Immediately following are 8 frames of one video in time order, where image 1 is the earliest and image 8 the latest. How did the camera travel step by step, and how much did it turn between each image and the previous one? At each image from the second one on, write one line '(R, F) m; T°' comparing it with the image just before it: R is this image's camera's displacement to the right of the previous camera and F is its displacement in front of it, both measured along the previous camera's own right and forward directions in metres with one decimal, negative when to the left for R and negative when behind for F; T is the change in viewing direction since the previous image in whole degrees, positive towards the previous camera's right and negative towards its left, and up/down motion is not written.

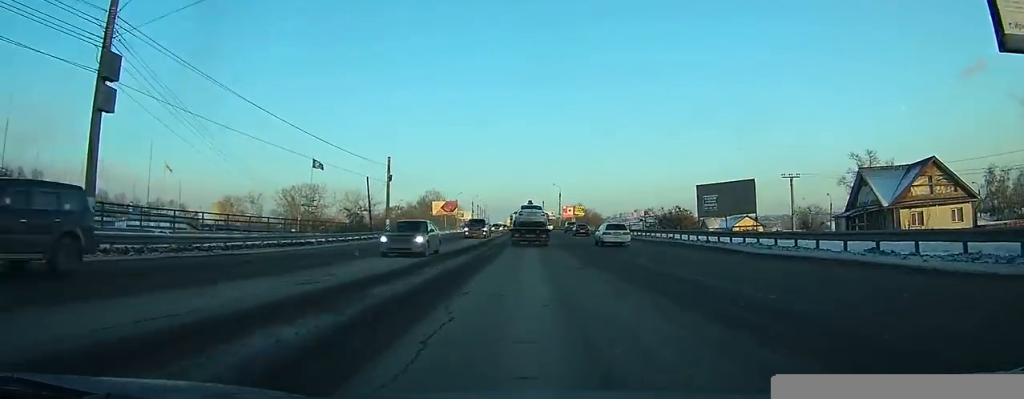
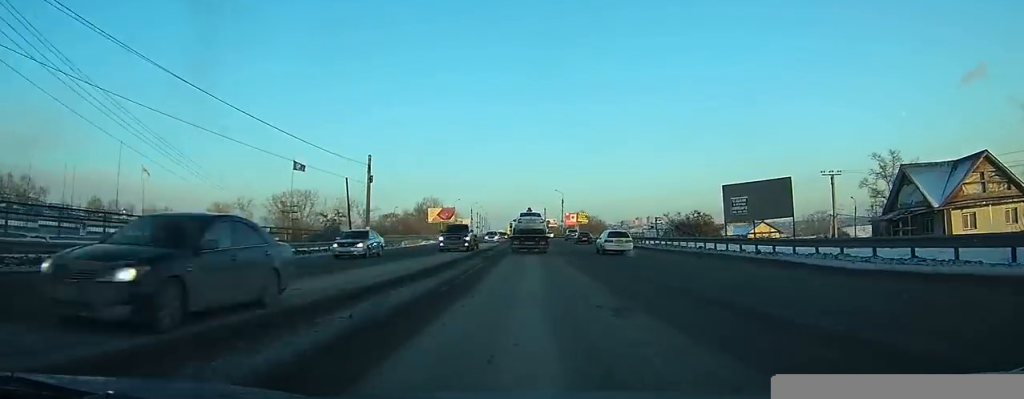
(0.0, +7.5) m; 0°
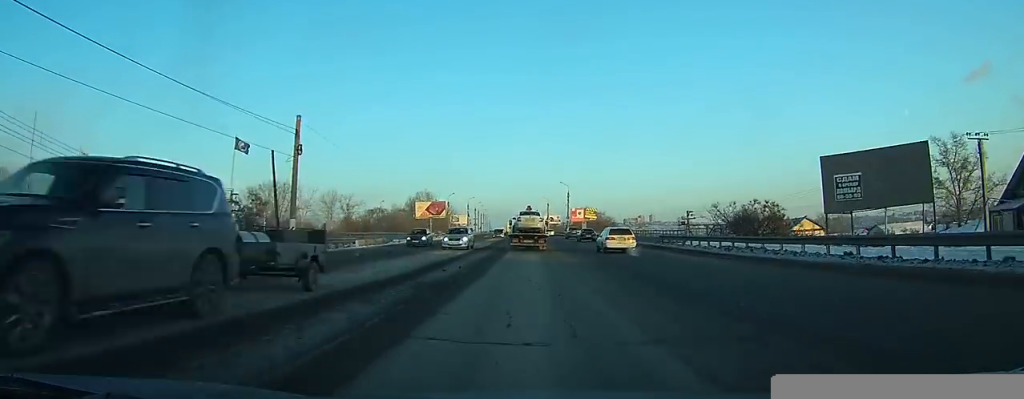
(+0.1, +16.9) m; 0°
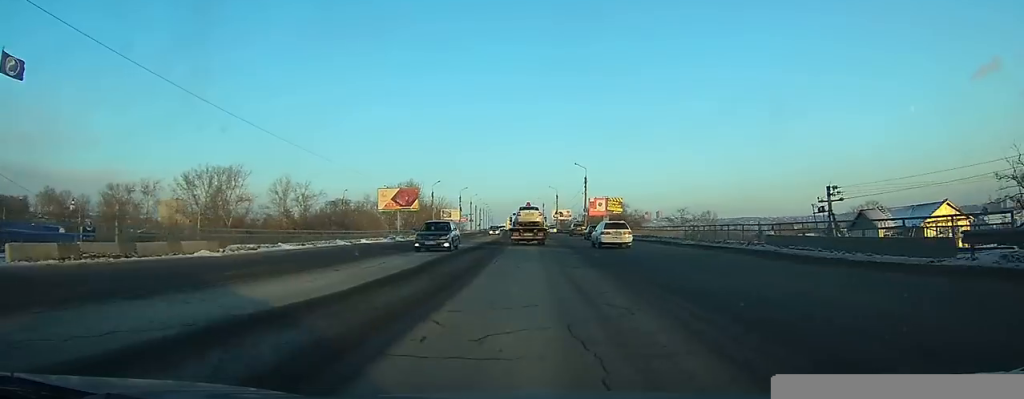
(-0.1, +33.9) m; 0°
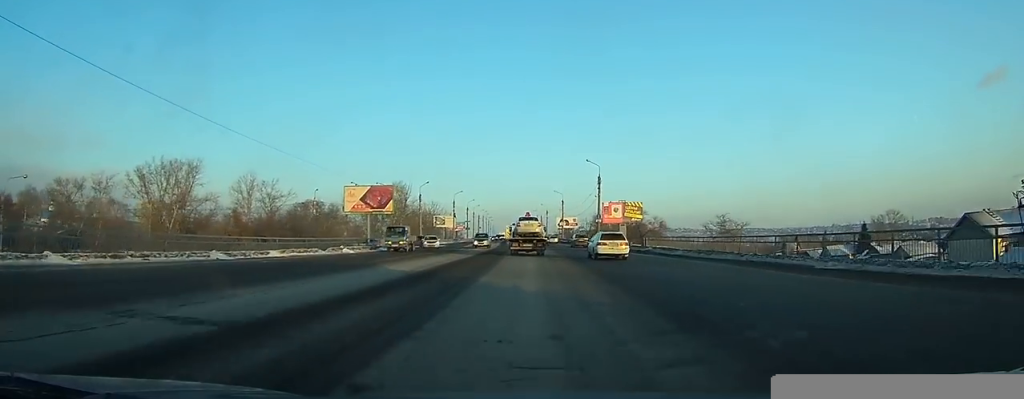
(0.0, +17.5) m; 0°
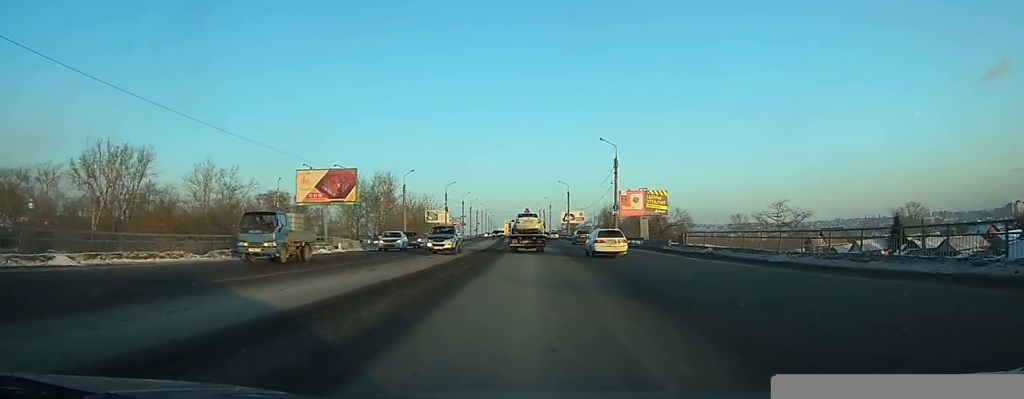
(0.0, +15.6) m; 0°
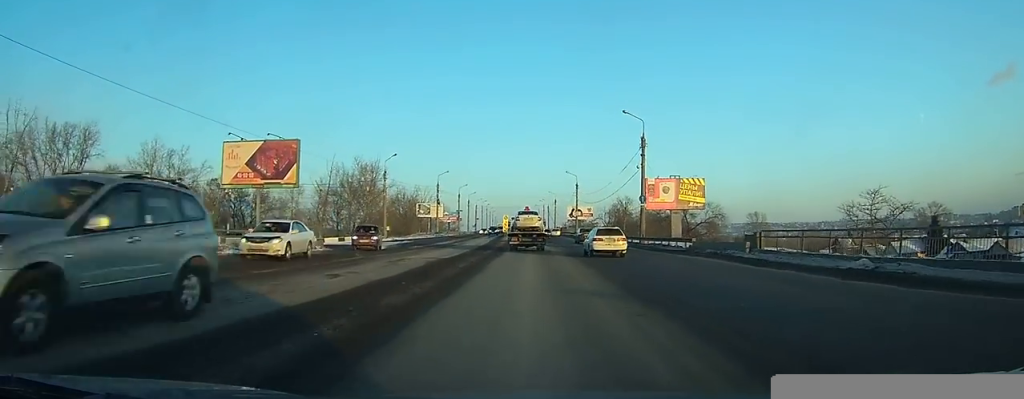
(-0.1, +14.9) m; 0°
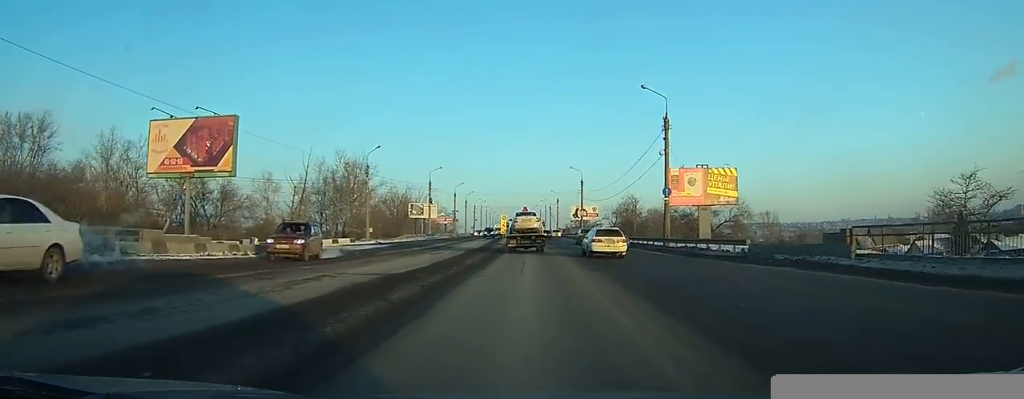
(0.0, +9.3) m; 0°
